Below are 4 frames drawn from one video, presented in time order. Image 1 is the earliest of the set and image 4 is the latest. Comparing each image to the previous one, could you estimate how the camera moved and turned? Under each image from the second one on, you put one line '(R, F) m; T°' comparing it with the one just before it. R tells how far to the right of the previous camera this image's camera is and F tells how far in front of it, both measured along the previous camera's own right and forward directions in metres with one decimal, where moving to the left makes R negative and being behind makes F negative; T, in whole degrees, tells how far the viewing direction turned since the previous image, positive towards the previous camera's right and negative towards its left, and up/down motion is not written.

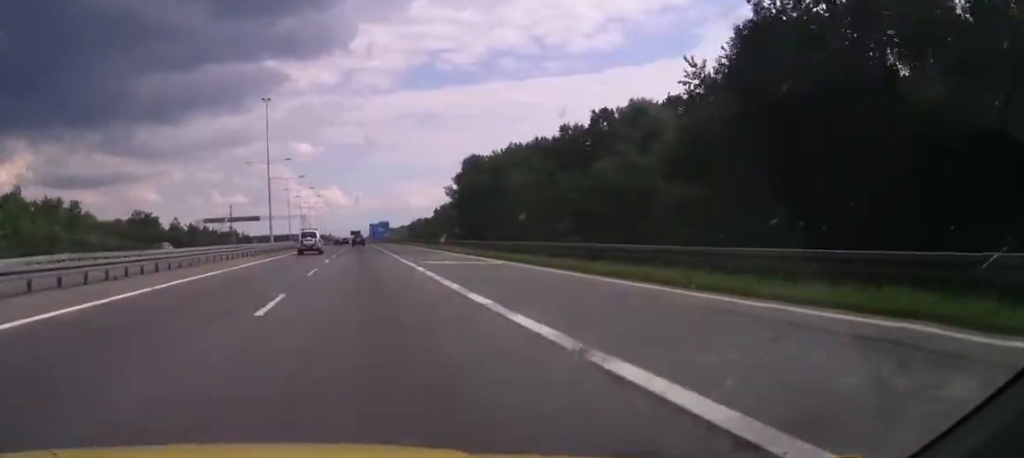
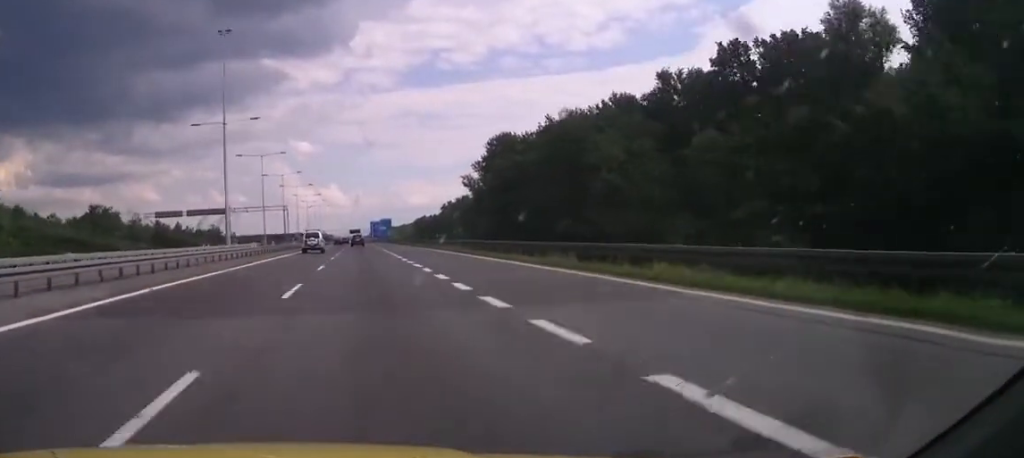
(+0.4, +33.1) m; 0°
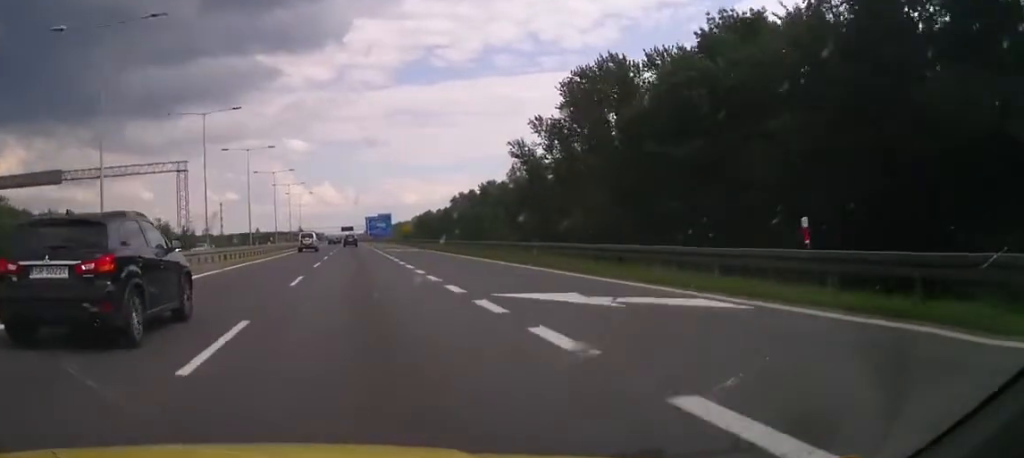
(-0.5, +56.3) m; 0°
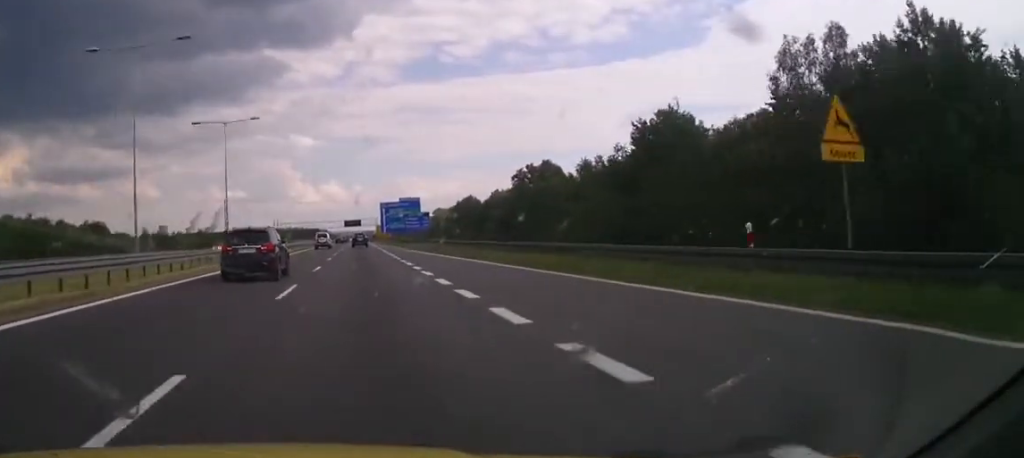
(+0.3, +100.2) m; 0°
